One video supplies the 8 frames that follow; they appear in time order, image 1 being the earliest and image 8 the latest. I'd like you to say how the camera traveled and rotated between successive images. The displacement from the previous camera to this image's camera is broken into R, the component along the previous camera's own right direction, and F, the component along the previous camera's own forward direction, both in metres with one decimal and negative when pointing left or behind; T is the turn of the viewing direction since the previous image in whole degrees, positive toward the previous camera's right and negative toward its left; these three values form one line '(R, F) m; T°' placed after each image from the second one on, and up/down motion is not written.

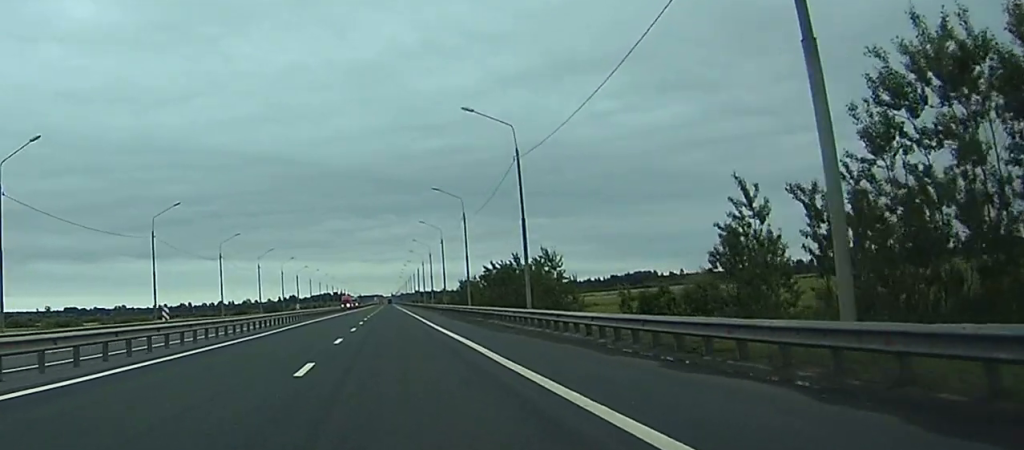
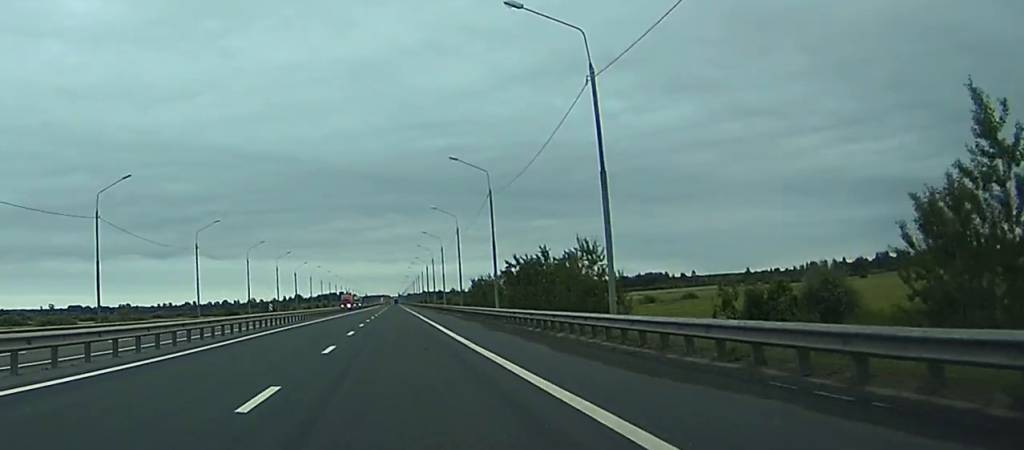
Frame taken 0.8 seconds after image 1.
(0.0, +17.4) m; 0°
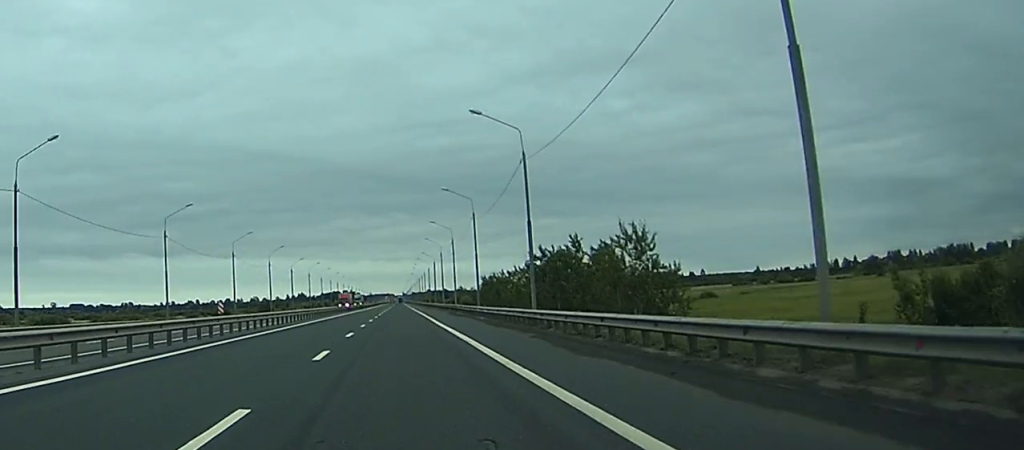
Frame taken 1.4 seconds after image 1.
(-0.1, +15.2) m; 0°
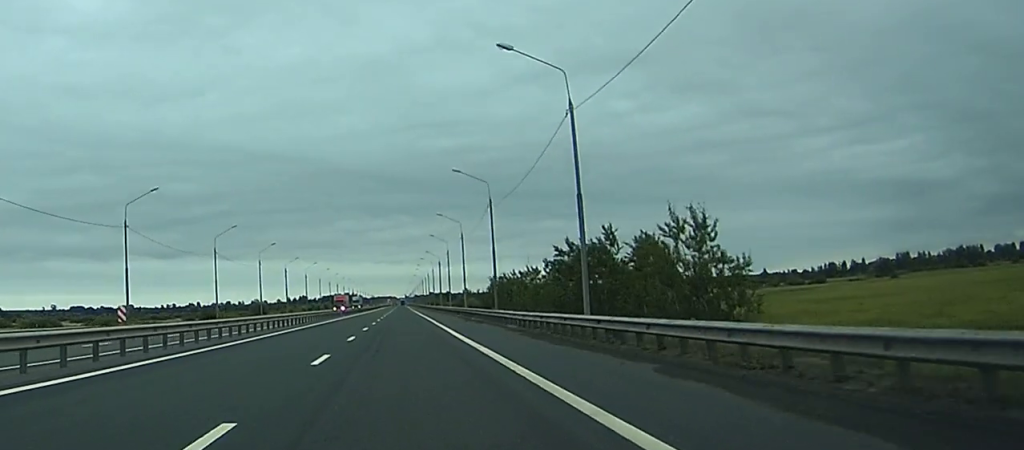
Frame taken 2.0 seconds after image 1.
(0.0, +12.9) m; 0°
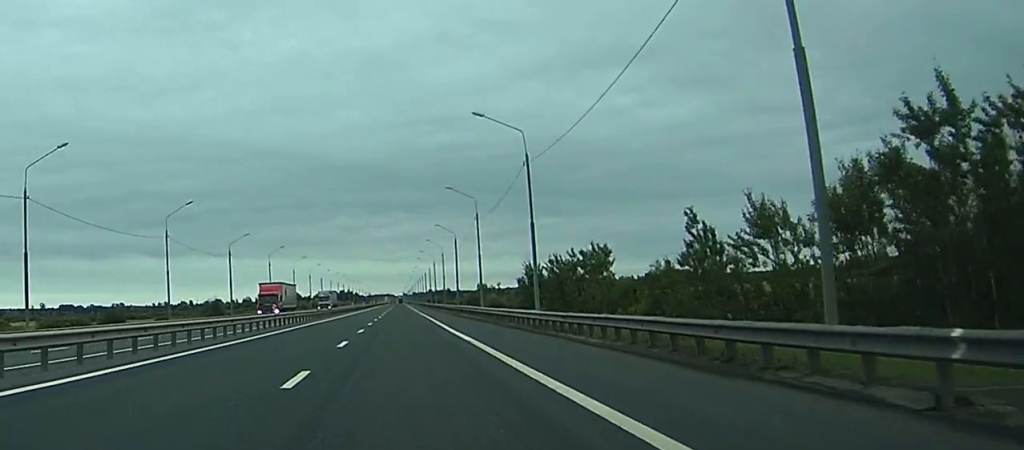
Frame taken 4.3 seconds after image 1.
(-0.1, +52.3) m; 0°
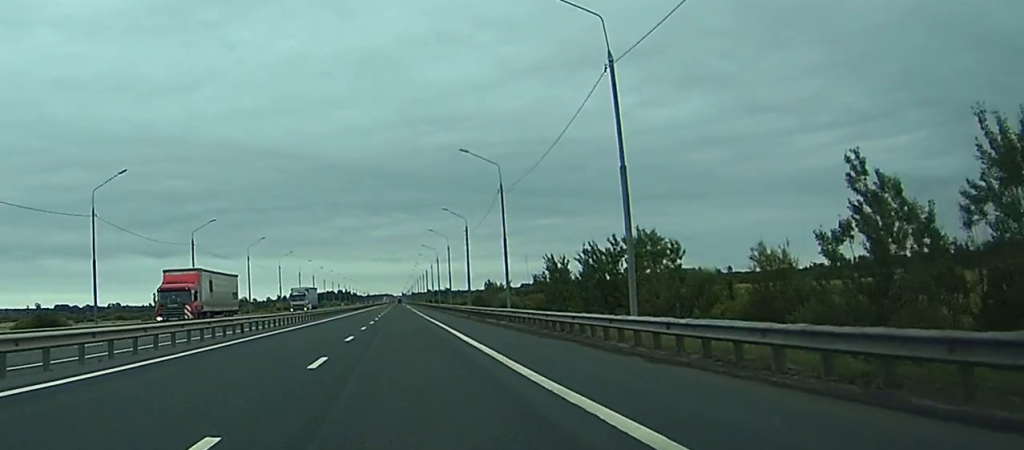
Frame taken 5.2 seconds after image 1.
(+0.1, +19.2) m; 0°
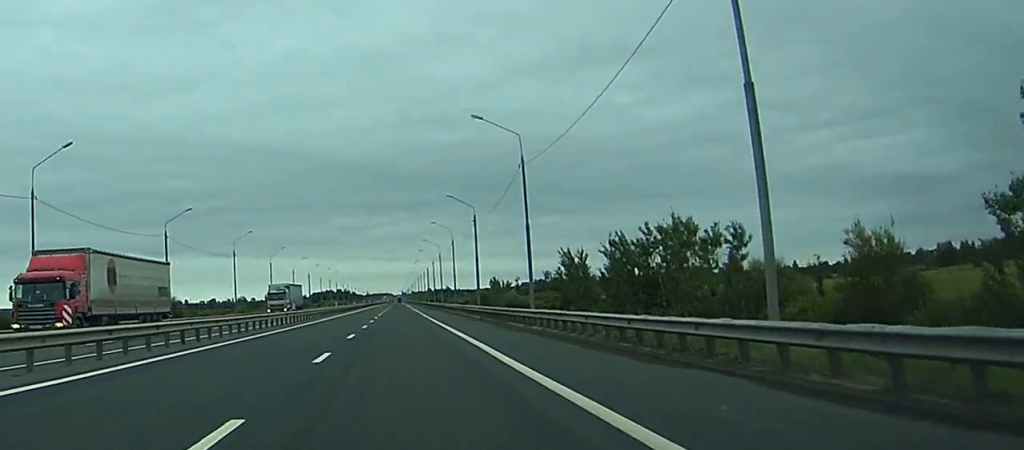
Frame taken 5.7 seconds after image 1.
(0.0, +10.4) m; 0°
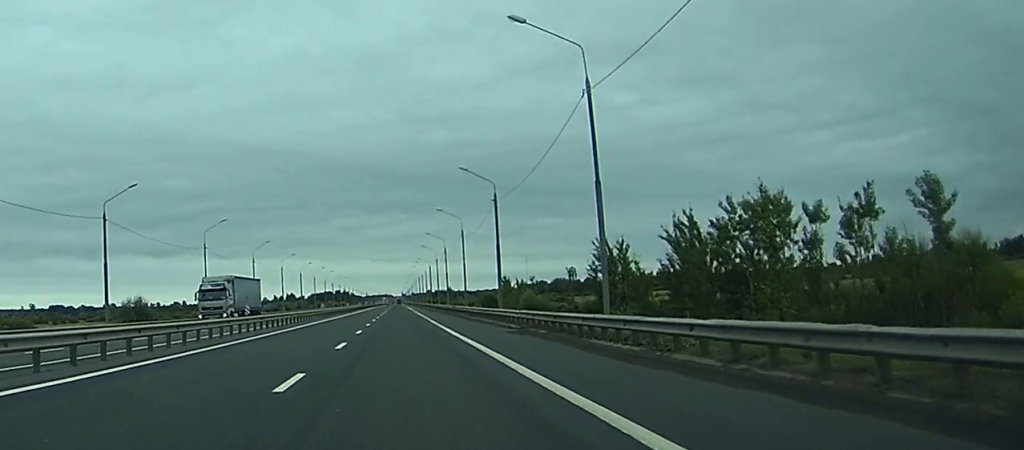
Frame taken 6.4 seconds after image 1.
(-0.1, +17.1) m; 0°
